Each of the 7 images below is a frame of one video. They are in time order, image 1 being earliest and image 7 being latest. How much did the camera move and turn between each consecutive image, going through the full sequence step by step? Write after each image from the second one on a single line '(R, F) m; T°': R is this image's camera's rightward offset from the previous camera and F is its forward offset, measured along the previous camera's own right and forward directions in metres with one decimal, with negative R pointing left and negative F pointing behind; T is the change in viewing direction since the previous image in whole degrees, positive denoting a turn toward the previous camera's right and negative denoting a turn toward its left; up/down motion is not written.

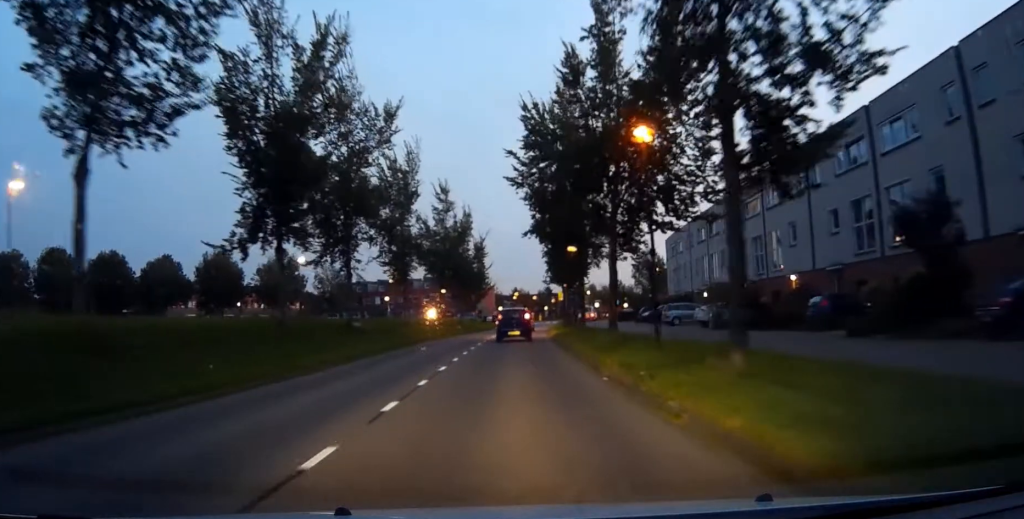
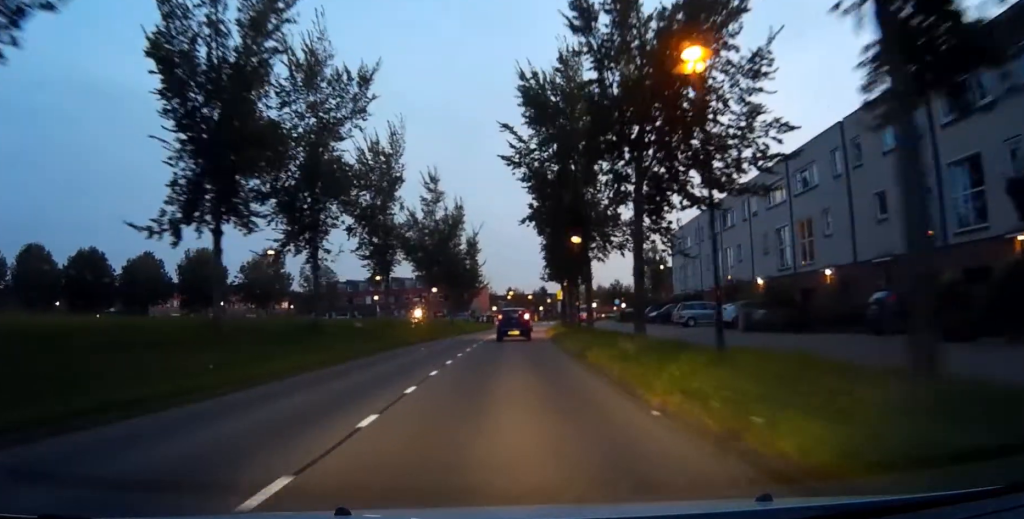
(0.0, +5.5) m; +1°
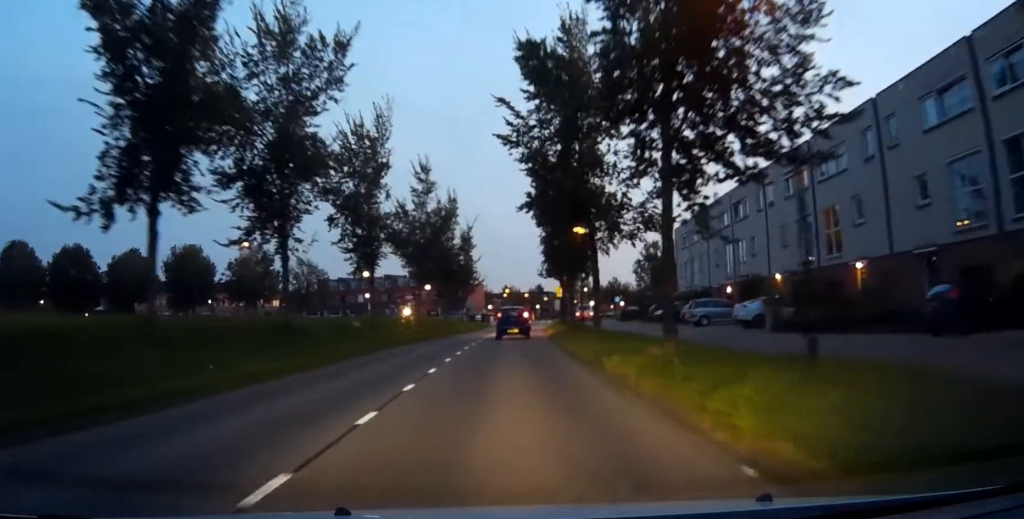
(0.0, +3.9) m; 0°
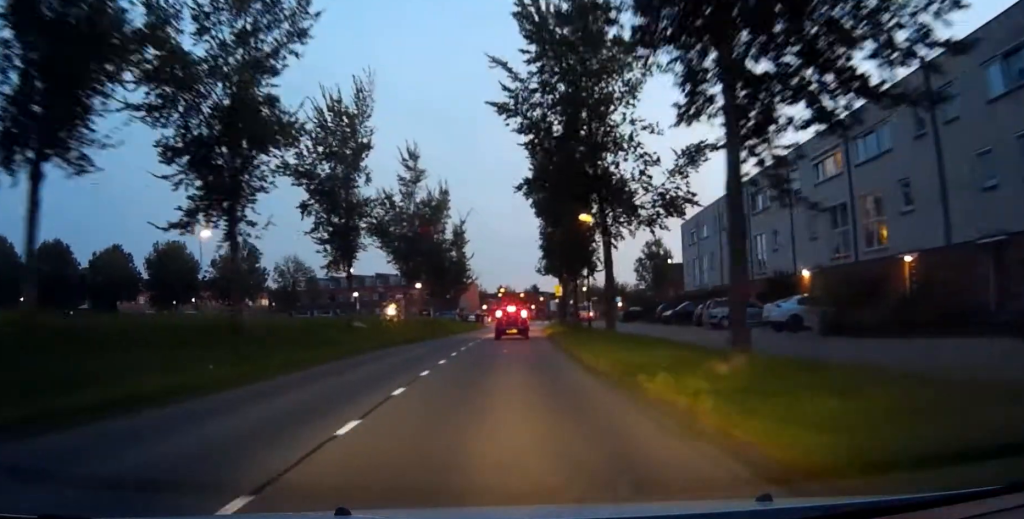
(0.0, +4.9) m; +1°
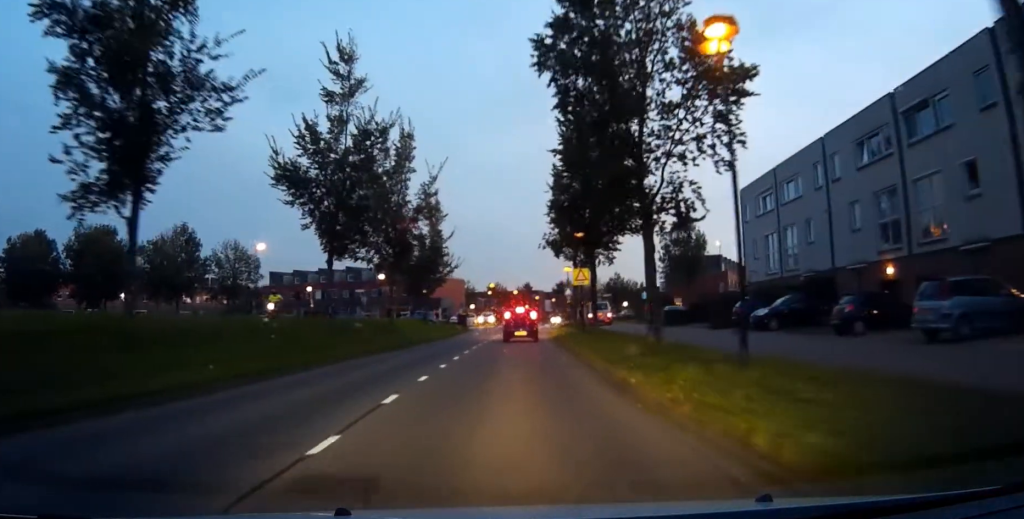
(0.0, +20.5) m; 0°
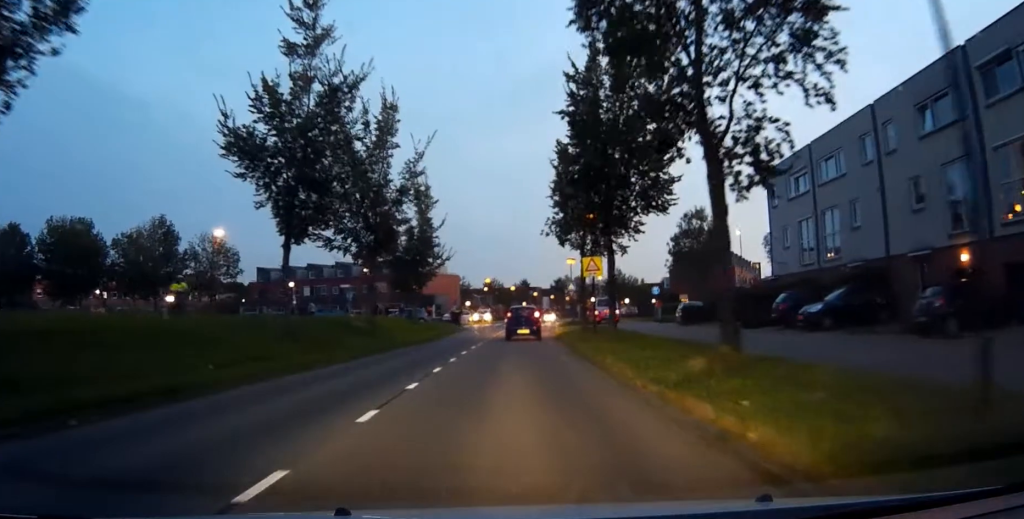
(0.0, +5.9) m; +1°
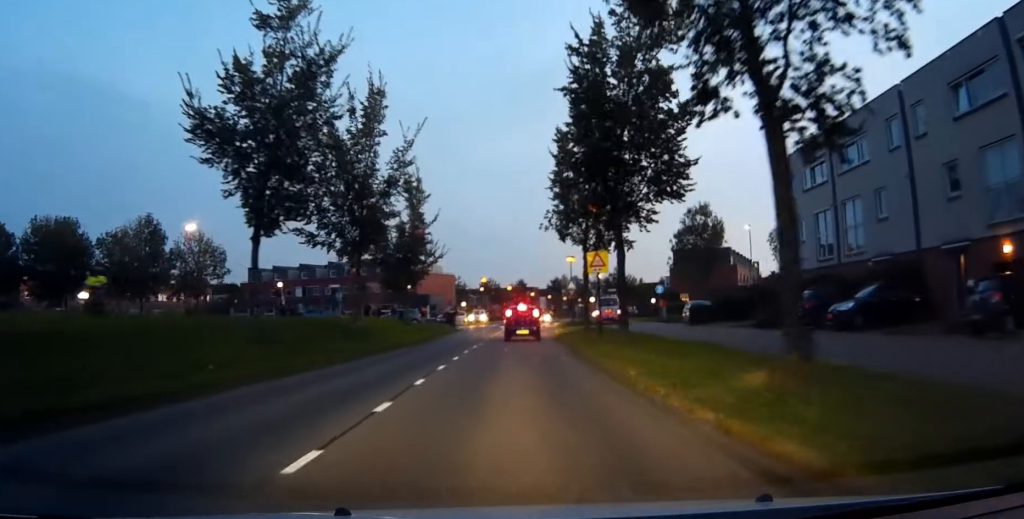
(0.0, +2.8) m; 0°
